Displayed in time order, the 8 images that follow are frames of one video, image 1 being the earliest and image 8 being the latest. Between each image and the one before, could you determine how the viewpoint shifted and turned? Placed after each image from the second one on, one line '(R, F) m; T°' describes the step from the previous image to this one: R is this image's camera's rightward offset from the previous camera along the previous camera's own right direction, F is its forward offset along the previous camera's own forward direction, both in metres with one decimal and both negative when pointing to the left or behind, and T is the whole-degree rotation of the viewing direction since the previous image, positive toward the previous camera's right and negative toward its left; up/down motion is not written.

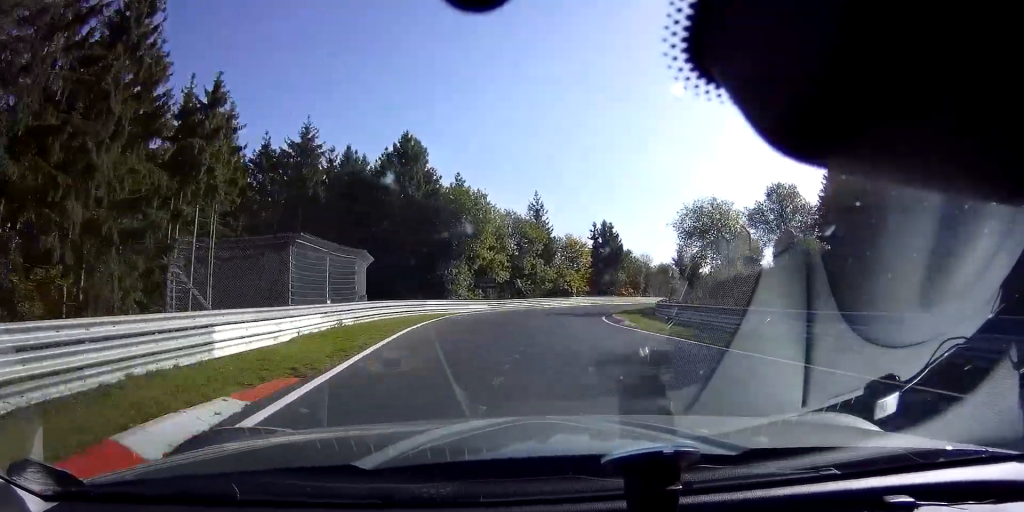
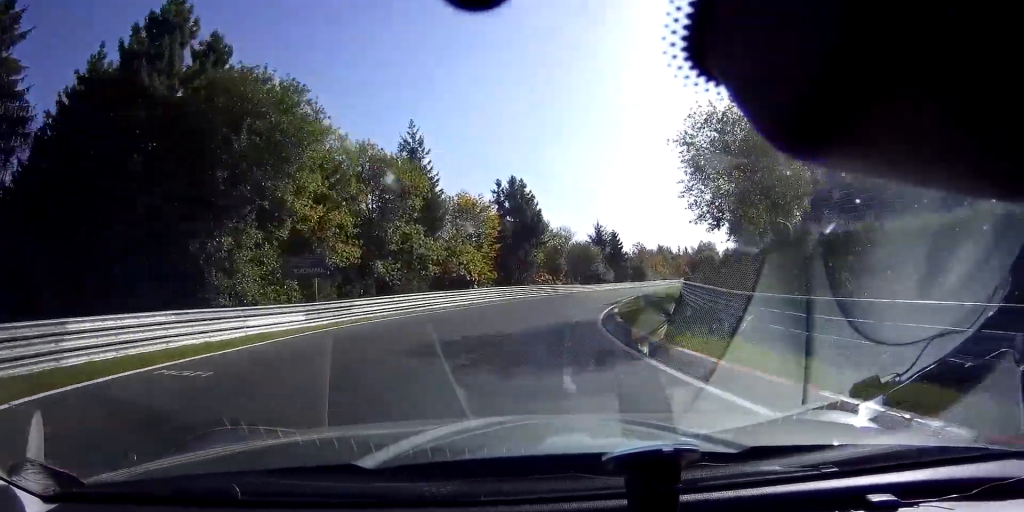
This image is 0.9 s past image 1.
(+2.2, +24.1) m; +11°
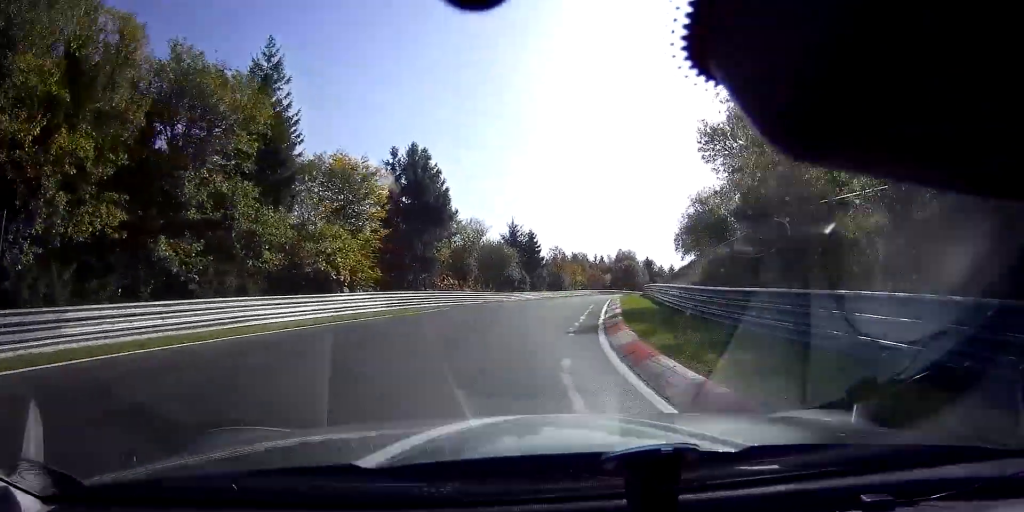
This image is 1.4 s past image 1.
(+1.2, +14.0) m; +6°
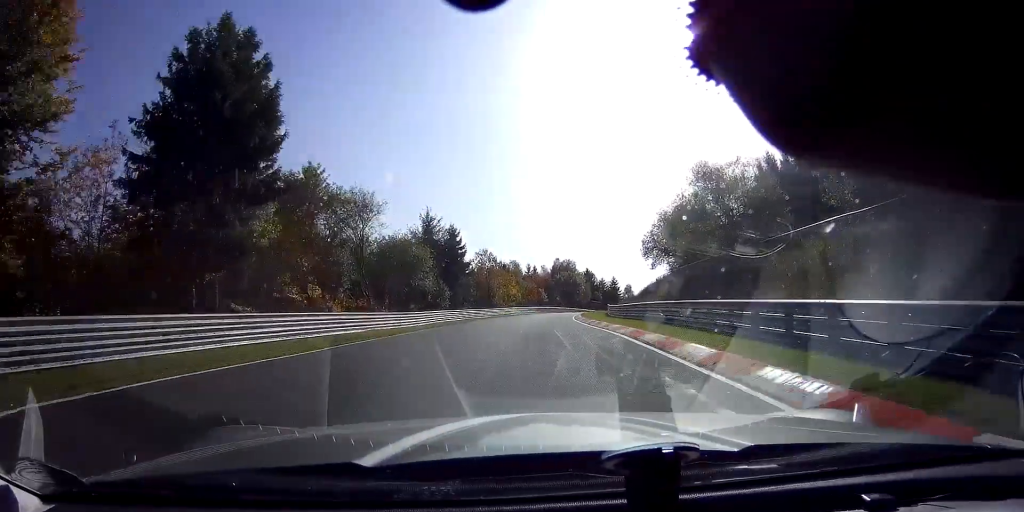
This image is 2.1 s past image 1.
(+1.8, +21.7) m; +9°
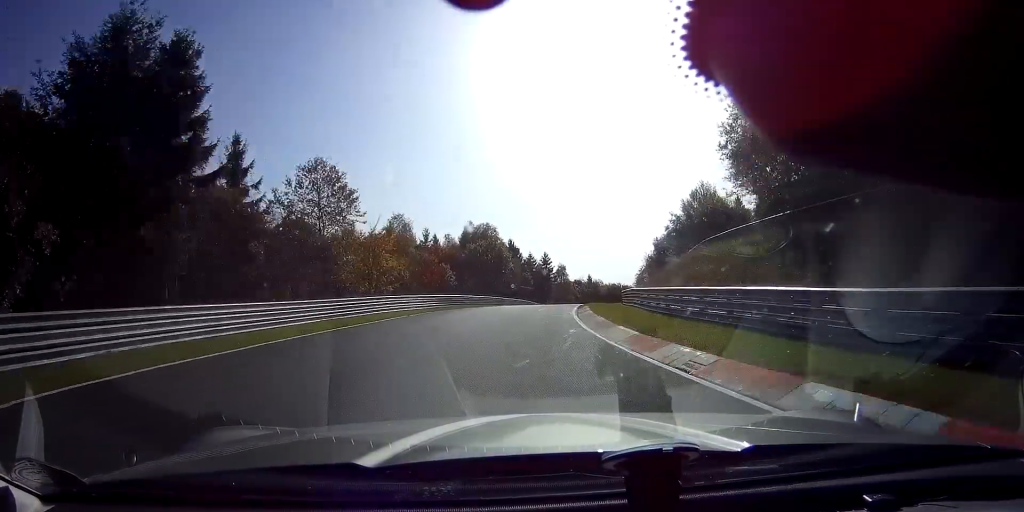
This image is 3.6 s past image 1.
(+5.2, +43.0) m; +12°
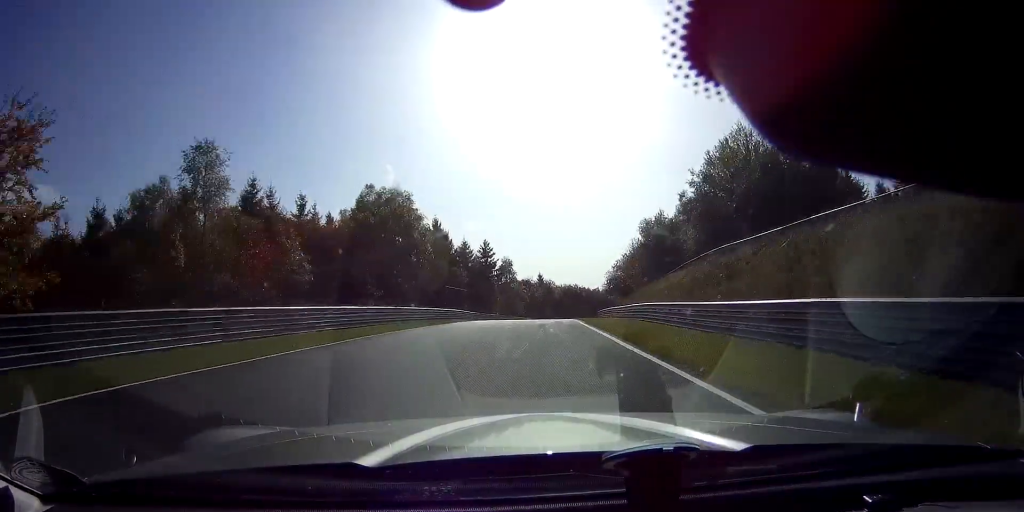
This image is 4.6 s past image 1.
(+1.7, +30.8) m; +5°
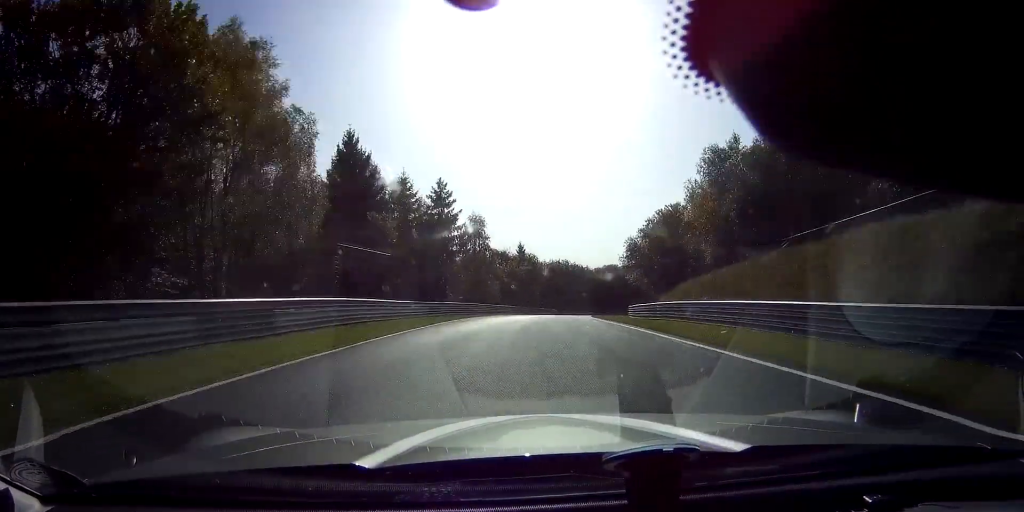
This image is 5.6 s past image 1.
(+1.2, +30.4) m; +5°
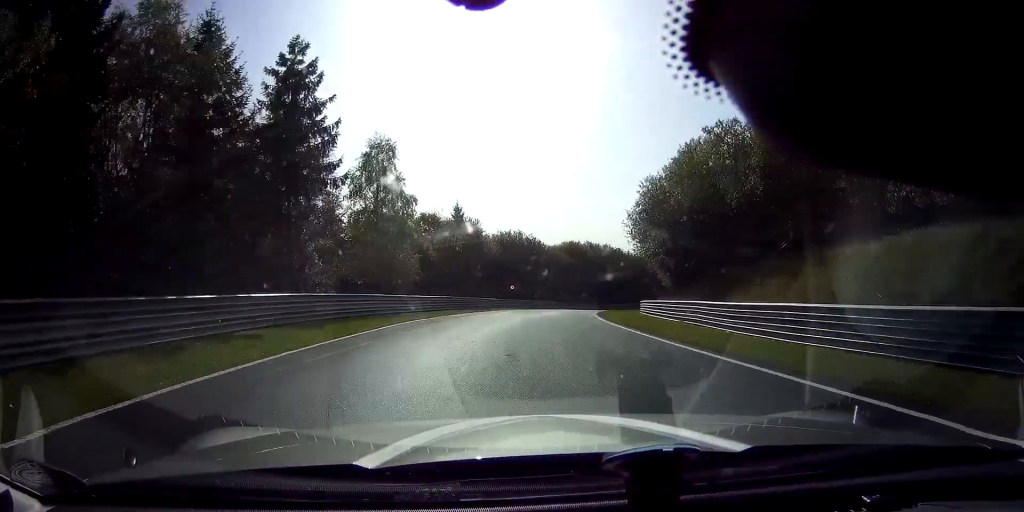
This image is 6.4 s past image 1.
(+1.2, +25.8) m; +7°
